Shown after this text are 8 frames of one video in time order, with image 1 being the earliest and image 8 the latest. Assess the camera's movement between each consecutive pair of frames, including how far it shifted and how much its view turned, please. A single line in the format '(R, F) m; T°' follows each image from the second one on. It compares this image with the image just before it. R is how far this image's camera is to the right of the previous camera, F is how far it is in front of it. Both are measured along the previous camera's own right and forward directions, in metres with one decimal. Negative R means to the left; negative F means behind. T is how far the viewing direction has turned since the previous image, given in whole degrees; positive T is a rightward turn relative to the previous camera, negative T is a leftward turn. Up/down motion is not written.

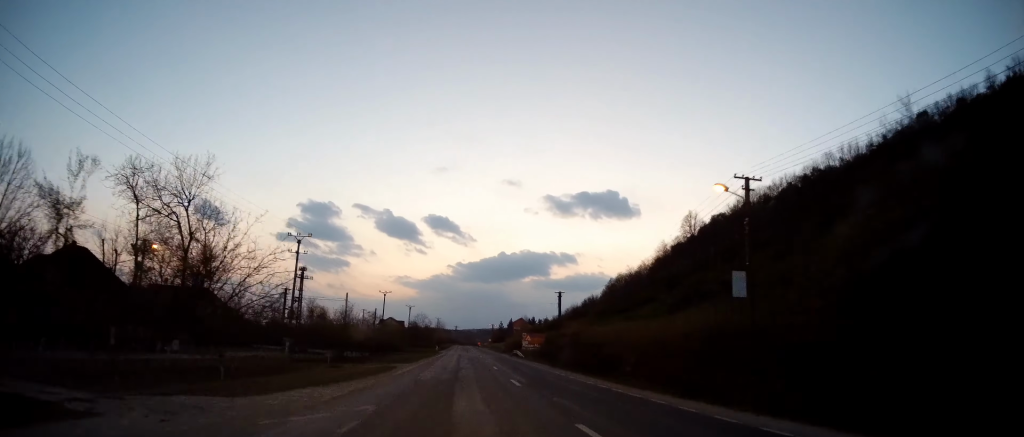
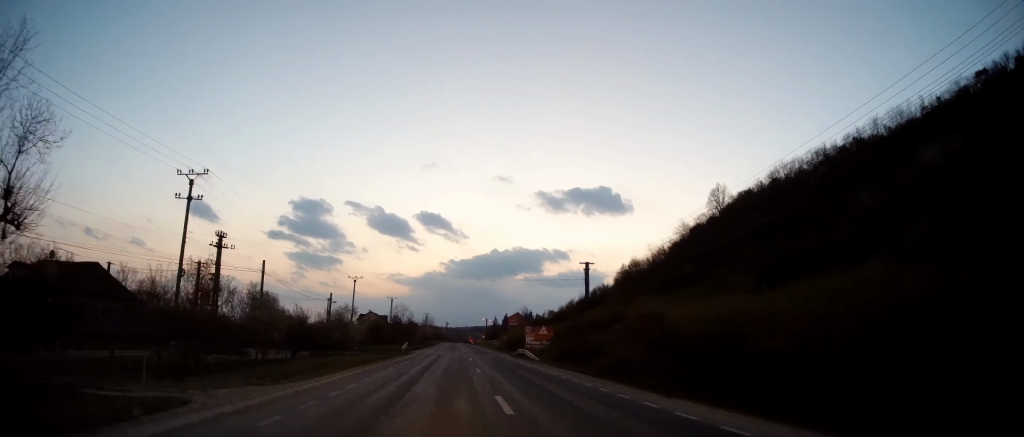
(+0.3, +20.5) m; +1°
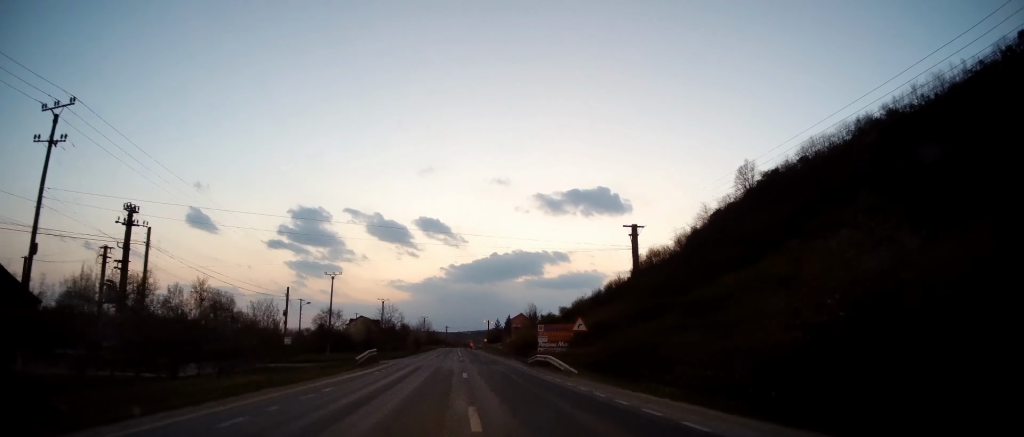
(0.0, +13.9) m; 0°
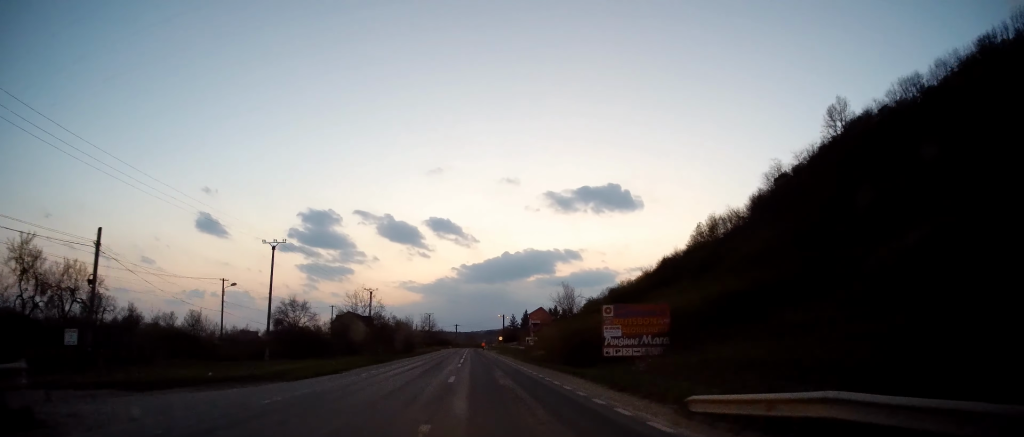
(+0.1, +26.8) m; 0°
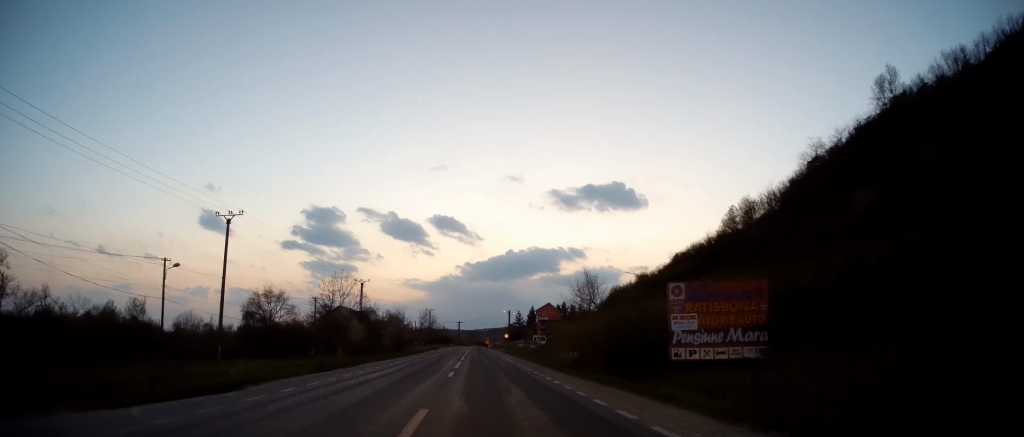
(+0.1, +10.9) m; 0°
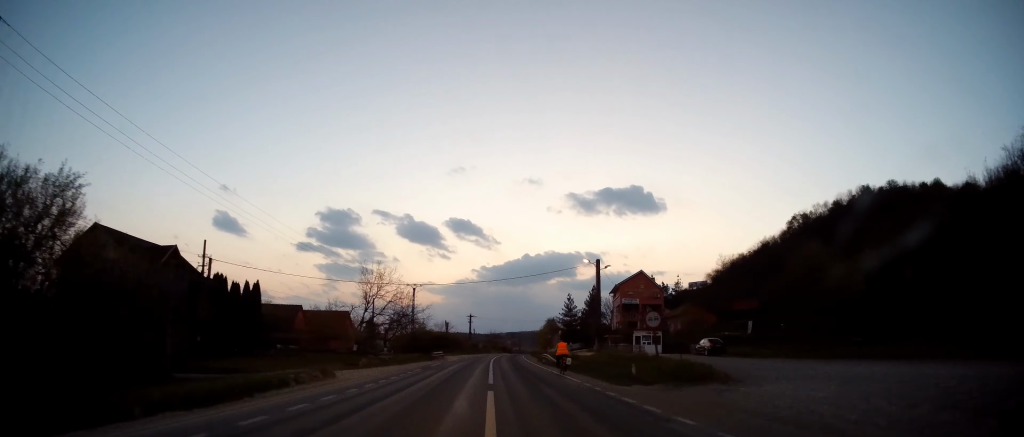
(-3.3, +80.7) m; -3°
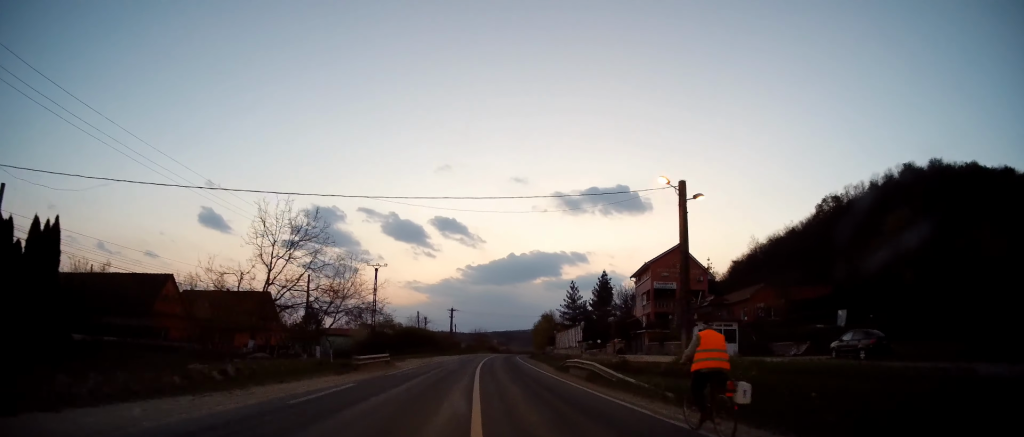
(+0.1, +21.9) m; +1°
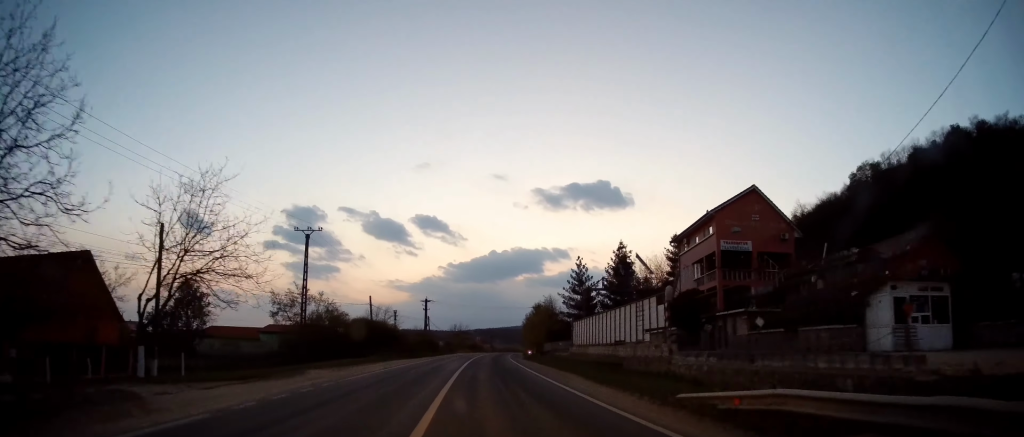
(+0.3, +21.9) m; +2°
